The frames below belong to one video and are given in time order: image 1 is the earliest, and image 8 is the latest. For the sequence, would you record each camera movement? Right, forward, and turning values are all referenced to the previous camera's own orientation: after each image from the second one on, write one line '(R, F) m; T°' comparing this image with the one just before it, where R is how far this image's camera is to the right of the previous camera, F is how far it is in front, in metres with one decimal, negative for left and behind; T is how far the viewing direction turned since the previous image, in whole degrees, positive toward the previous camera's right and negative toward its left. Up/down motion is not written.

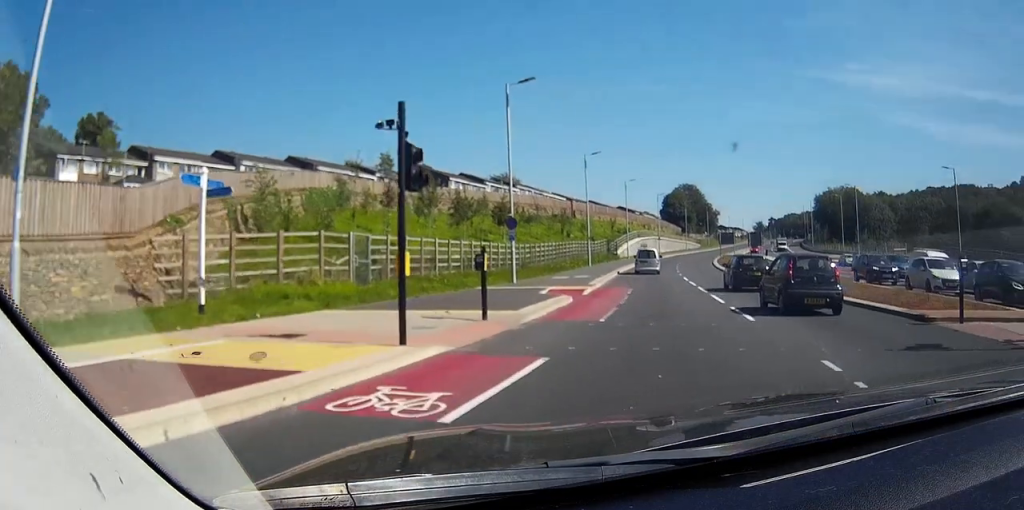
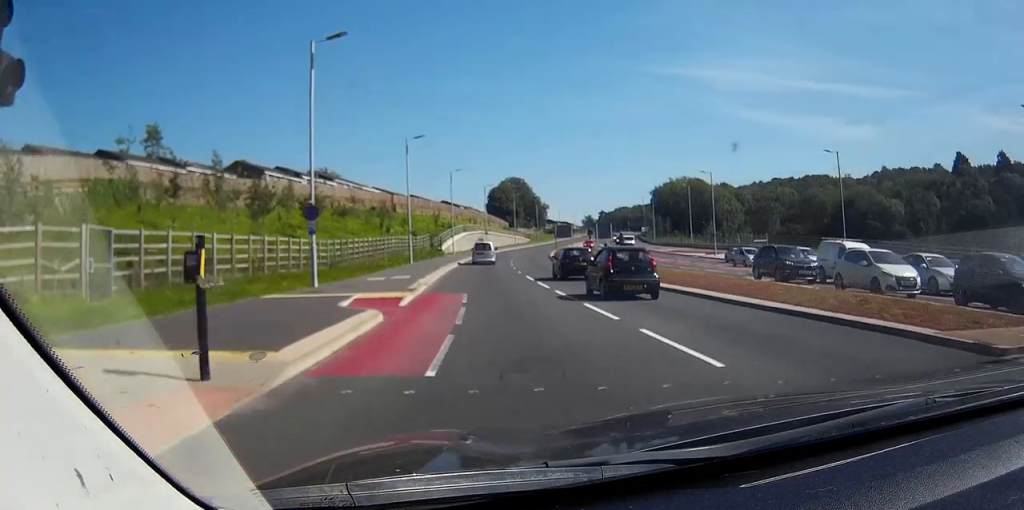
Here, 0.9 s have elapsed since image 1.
(+0.8, +7.8) m; +9°
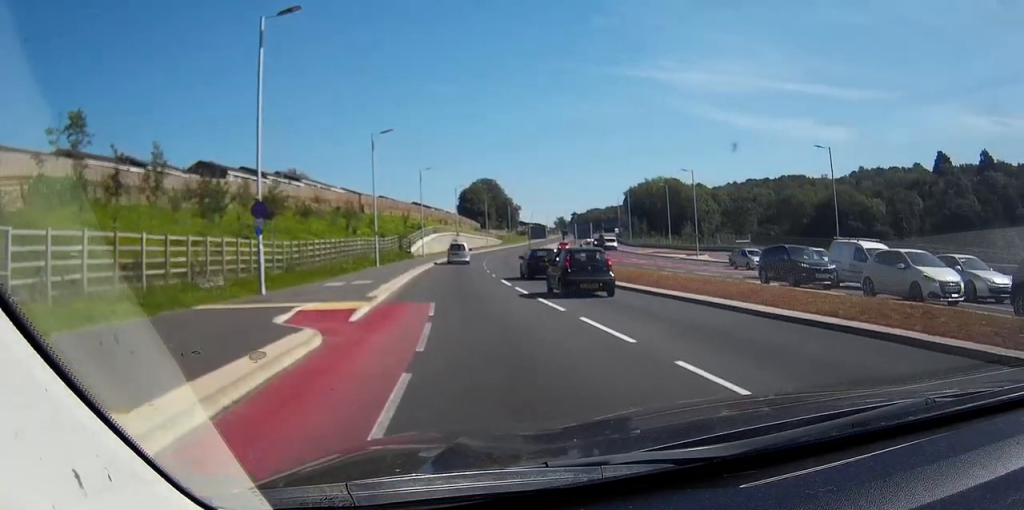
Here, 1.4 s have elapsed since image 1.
(+0.2, +3.9) m; +3°
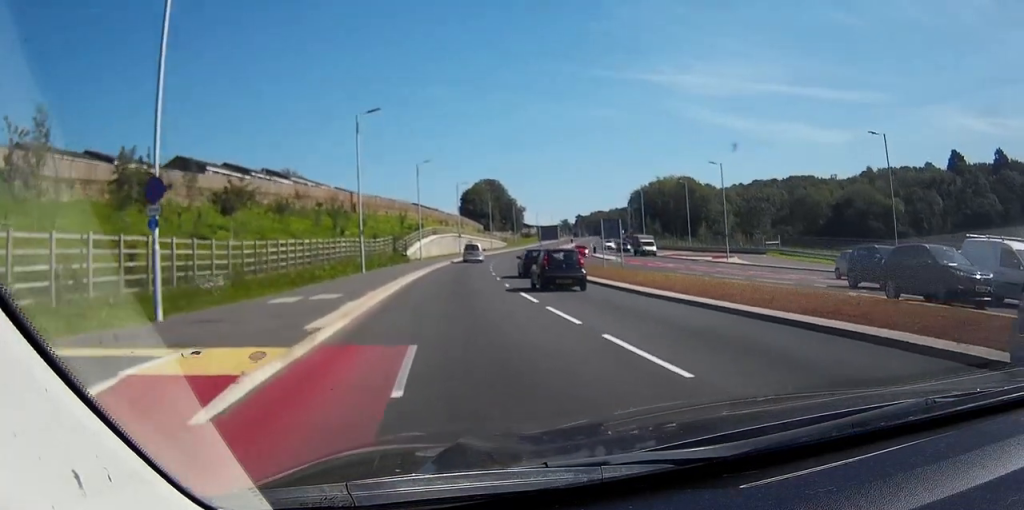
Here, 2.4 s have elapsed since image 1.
(+0.2, +9.7) m; +1°
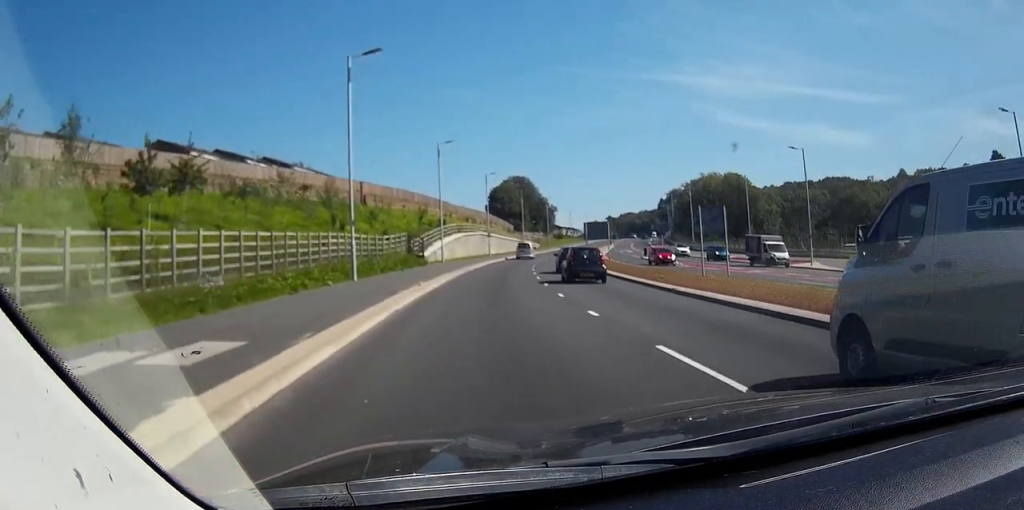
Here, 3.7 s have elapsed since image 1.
(0.0, +14.9) m; 0°
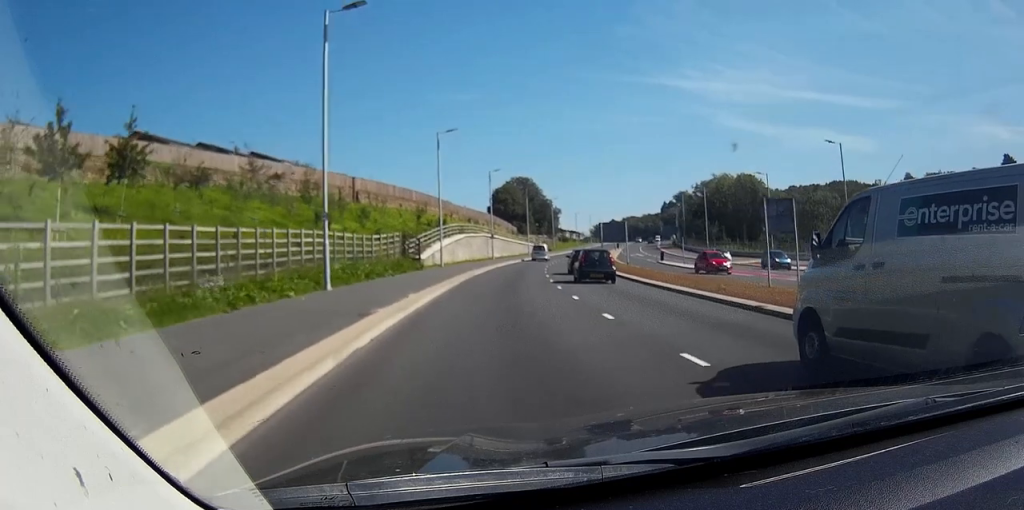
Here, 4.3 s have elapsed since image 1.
(0.0, +7.1) m; 0°
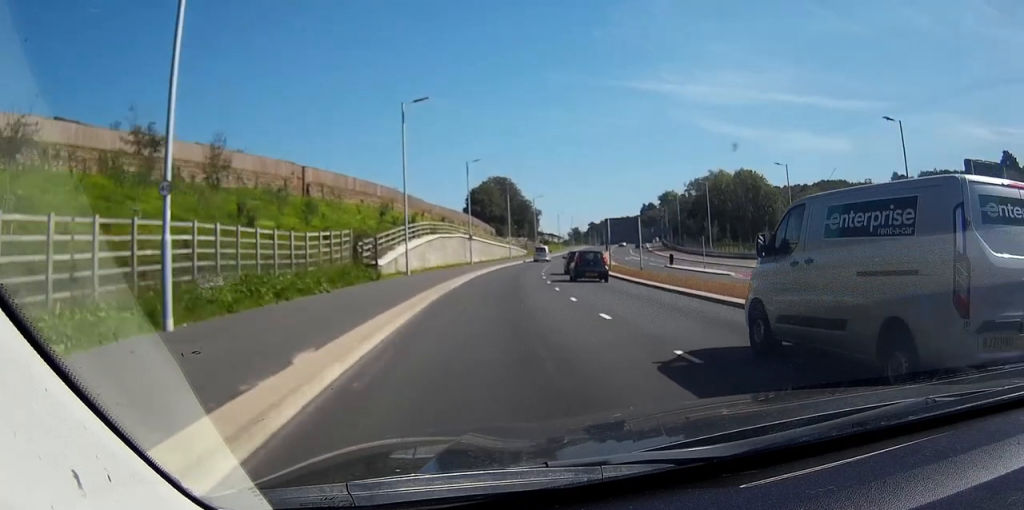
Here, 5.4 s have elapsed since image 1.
(0.0, +12.8) m; +1°
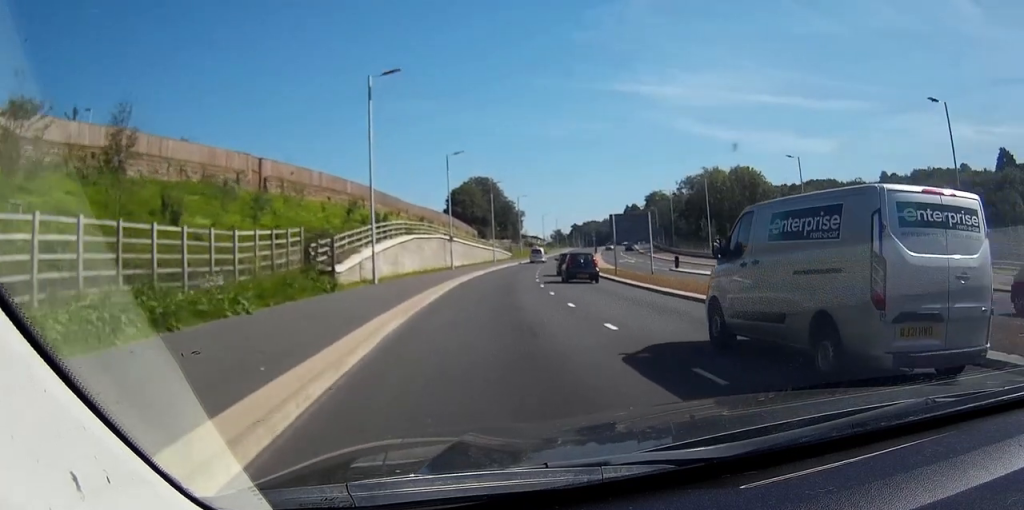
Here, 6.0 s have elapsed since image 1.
(+0.1, +7.7) m; +1°
